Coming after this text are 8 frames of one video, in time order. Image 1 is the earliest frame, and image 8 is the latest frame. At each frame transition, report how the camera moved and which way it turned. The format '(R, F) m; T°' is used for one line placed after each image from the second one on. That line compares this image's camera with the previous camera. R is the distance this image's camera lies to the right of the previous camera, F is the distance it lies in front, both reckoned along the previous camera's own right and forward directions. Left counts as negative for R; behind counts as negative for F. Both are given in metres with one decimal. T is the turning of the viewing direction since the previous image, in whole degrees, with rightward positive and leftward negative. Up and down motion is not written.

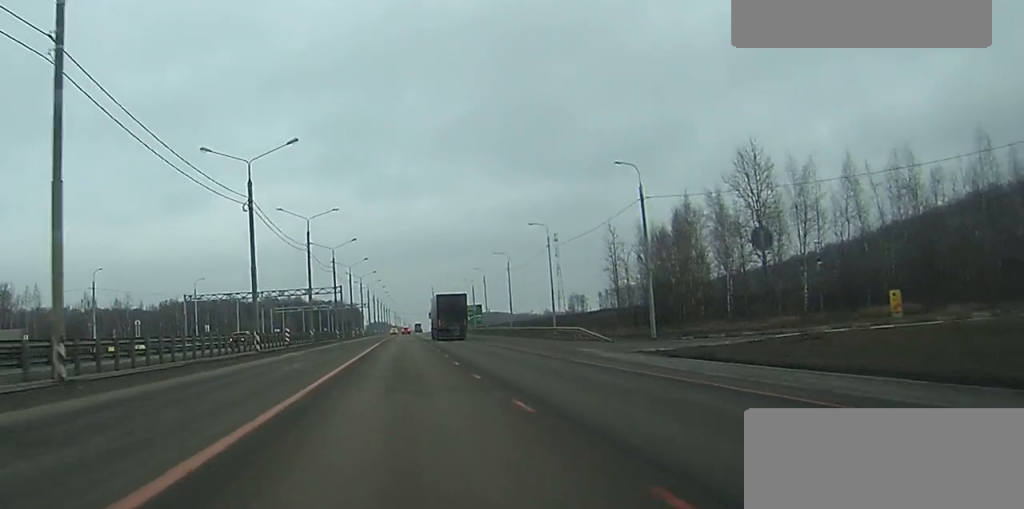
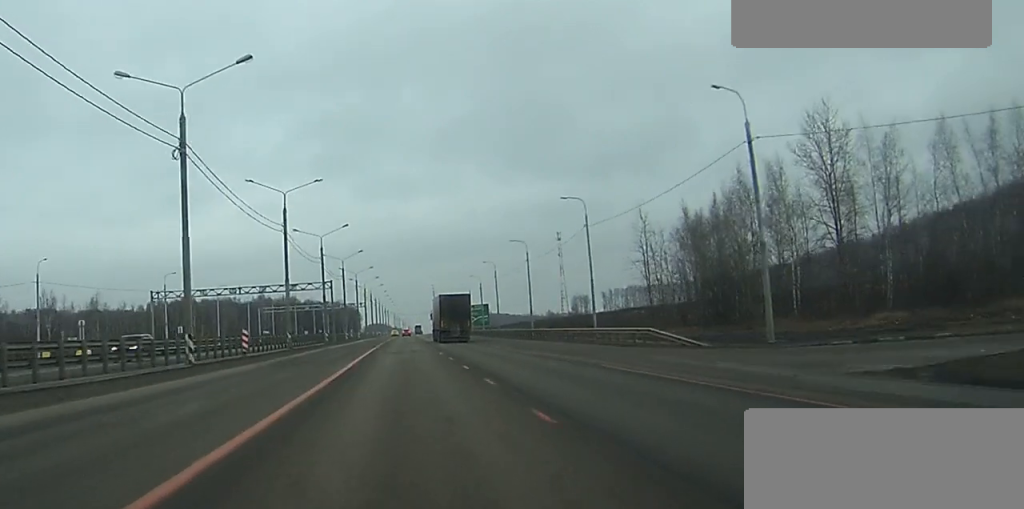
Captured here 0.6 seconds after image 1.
(0.0, +17.4) m; 0°
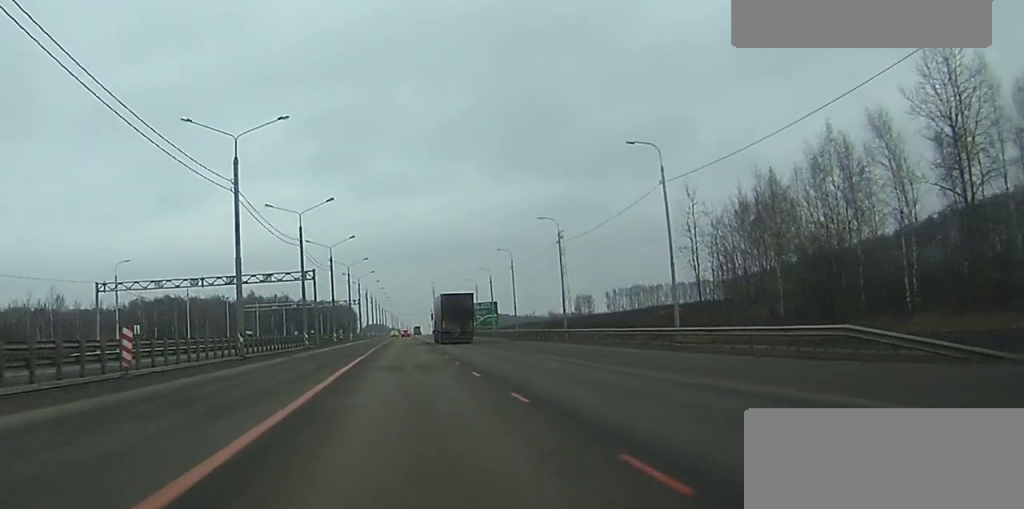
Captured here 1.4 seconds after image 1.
(+0.1, +20.1) m; 0°
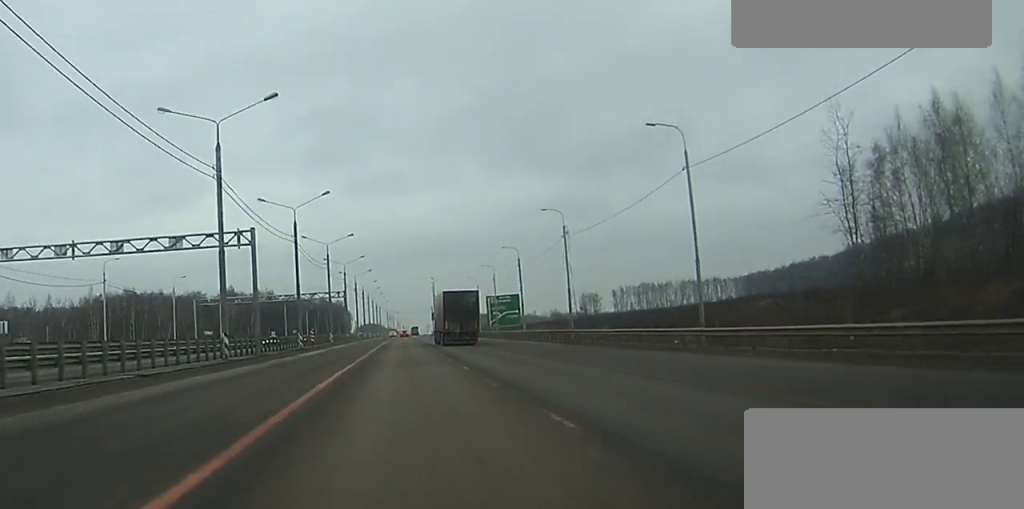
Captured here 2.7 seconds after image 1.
(0.0, +35.8) m; 0°
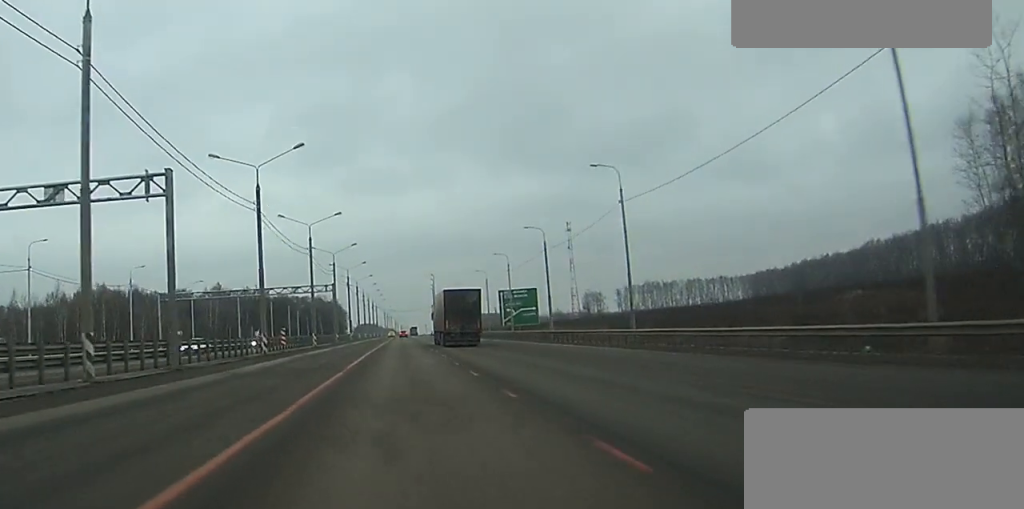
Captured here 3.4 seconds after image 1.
(0.0, +19.3) m; 0°
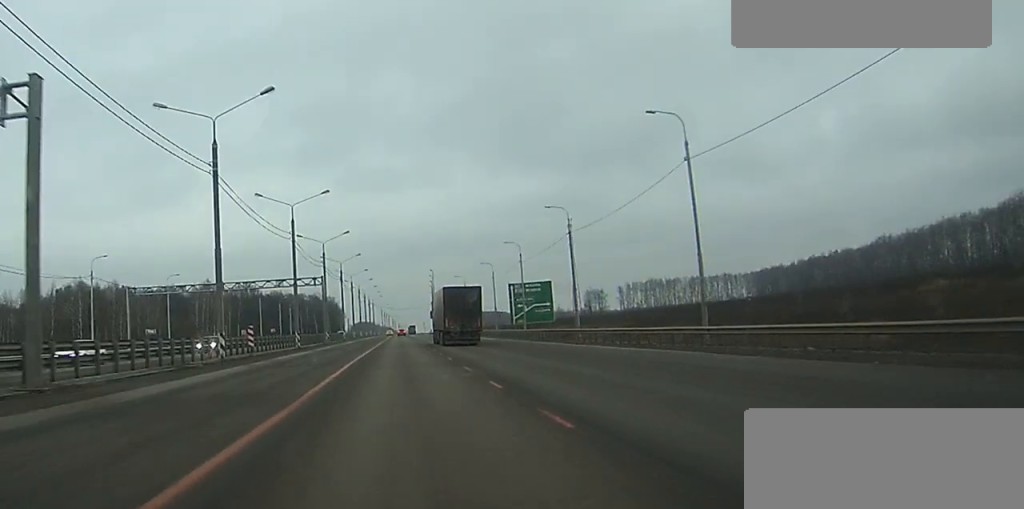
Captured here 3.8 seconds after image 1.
(0.0, +12.9) m; 0°
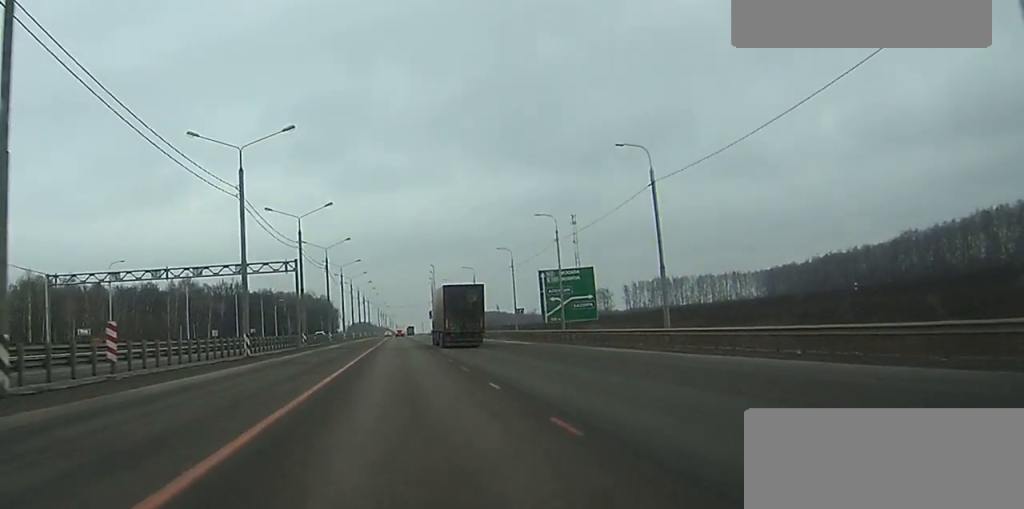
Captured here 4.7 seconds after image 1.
(+0.1, +24.0) m; 0°
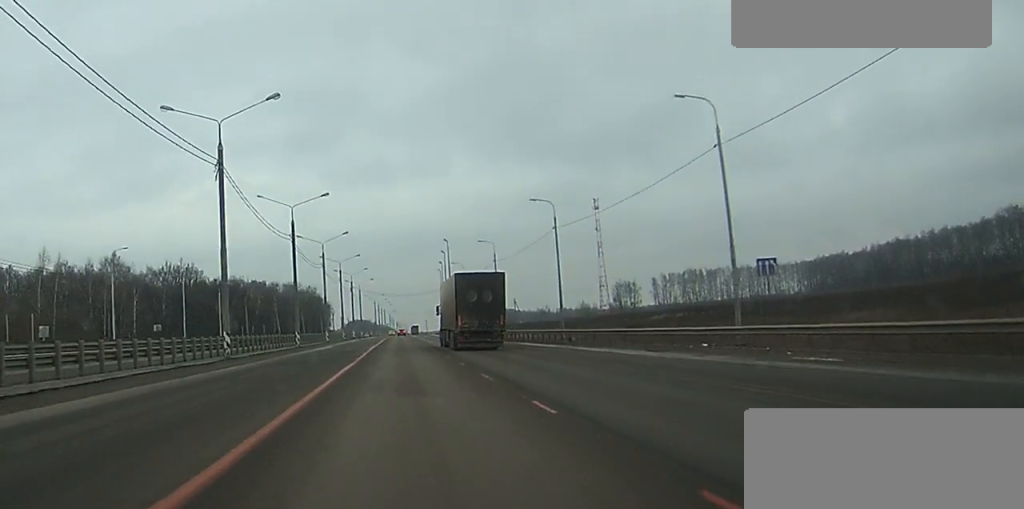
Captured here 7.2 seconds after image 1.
(0.0, +69.4) m; 0°
